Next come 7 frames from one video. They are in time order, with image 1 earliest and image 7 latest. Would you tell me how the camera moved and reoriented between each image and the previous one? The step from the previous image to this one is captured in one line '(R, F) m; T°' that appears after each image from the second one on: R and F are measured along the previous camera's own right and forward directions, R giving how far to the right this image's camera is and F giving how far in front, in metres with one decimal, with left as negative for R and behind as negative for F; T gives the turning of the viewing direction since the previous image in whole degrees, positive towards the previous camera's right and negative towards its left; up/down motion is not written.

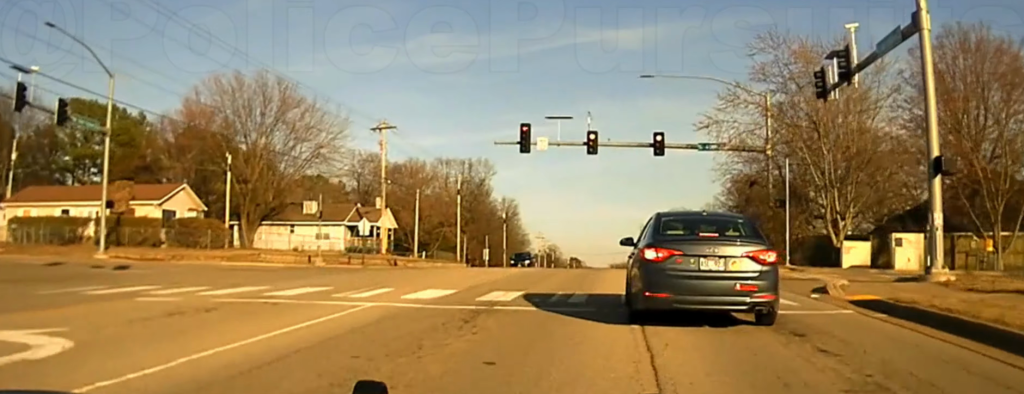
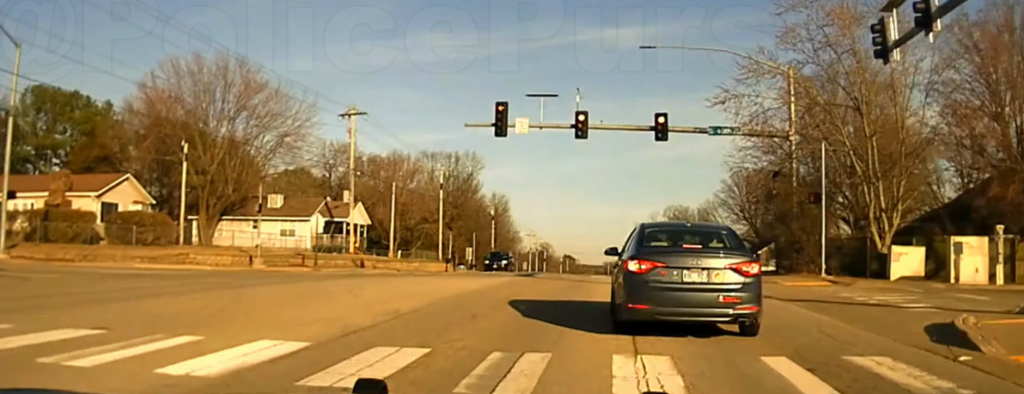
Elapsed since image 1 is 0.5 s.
(-0.3, +10.3) m; -1°
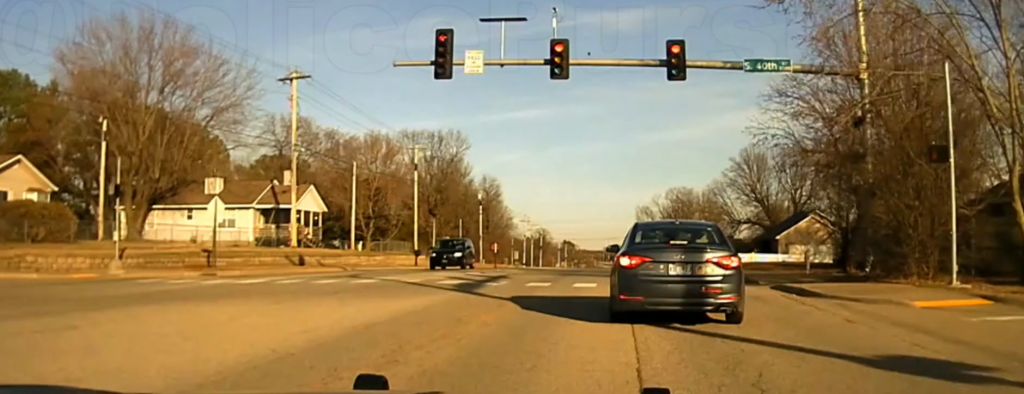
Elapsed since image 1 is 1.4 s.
(-0.4, +16.1) m; 0°
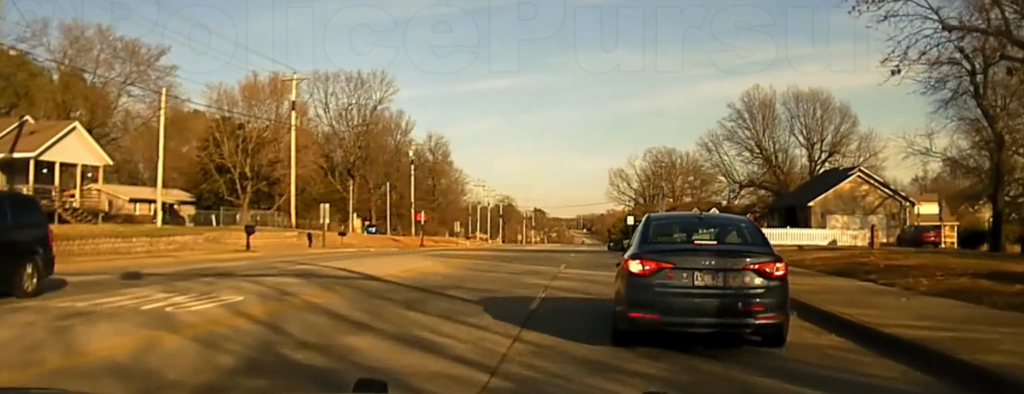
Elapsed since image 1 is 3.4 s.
(0.0, +22.8) m; 0°
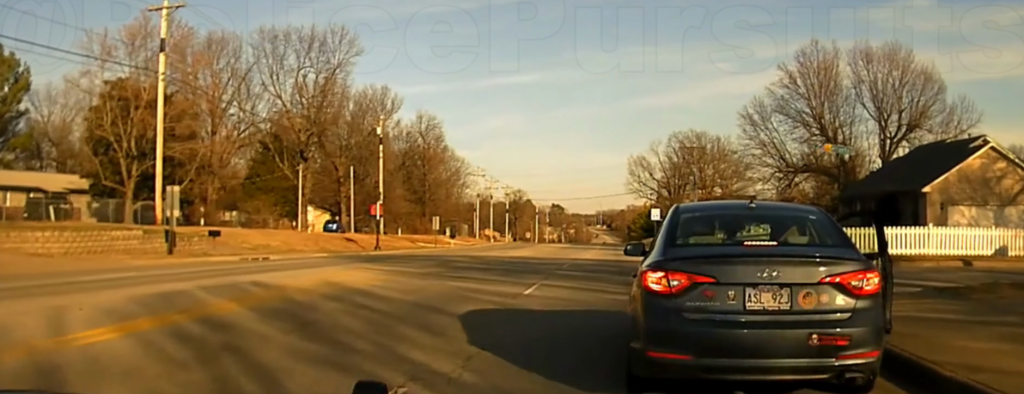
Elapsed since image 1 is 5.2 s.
(+0.6, +19.5) m; +2°
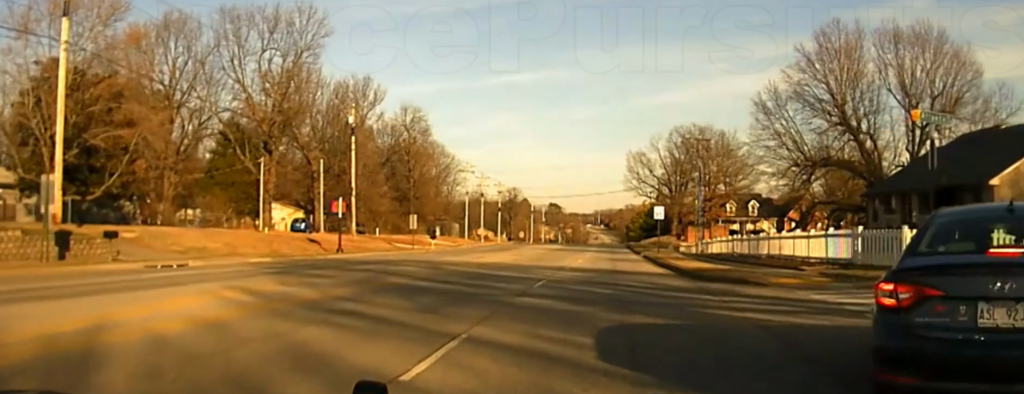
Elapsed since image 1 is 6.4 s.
(-0.1, +12.5) m; 0°
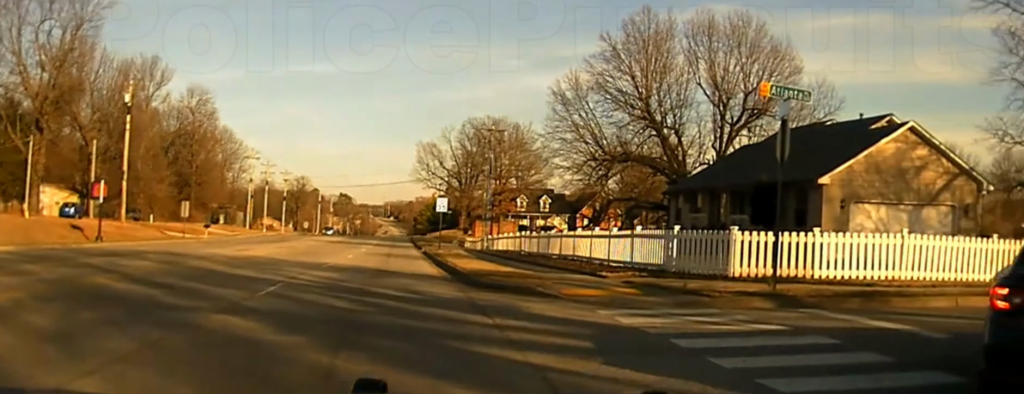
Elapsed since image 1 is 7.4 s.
(+0.1, +8.2) m; +8°
